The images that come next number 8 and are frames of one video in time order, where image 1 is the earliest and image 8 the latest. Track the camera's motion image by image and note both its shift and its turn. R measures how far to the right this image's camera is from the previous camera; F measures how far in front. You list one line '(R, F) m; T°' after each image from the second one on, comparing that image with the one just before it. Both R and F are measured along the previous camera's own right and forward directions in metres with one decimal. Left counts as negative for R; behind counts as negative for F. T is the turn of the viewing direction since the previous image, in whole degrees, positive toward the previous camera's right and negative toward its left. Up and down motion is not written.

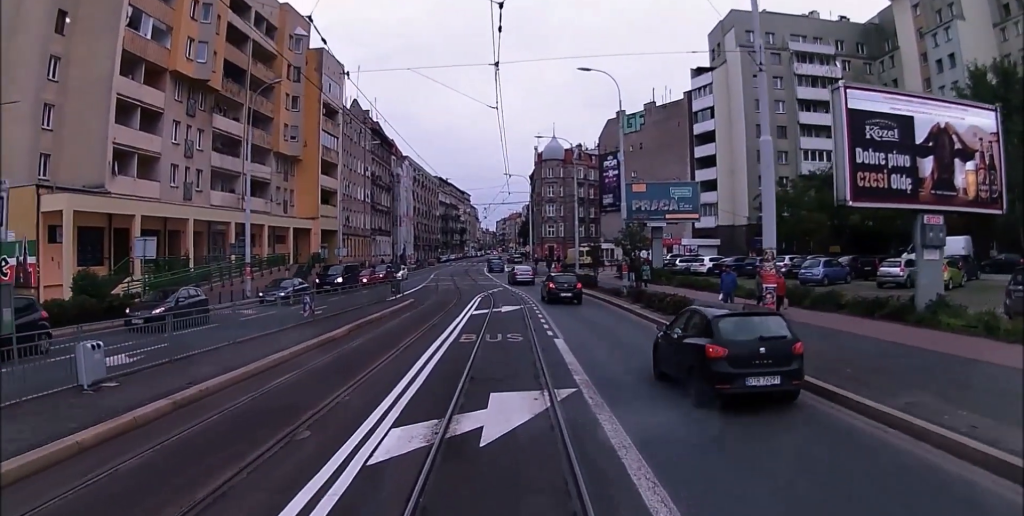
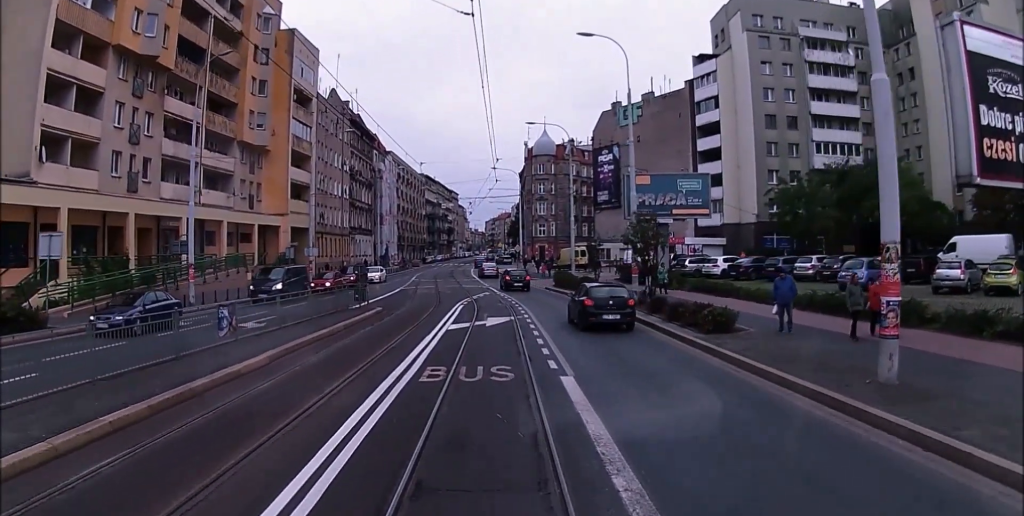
(0.0, +6.3) m; 0°
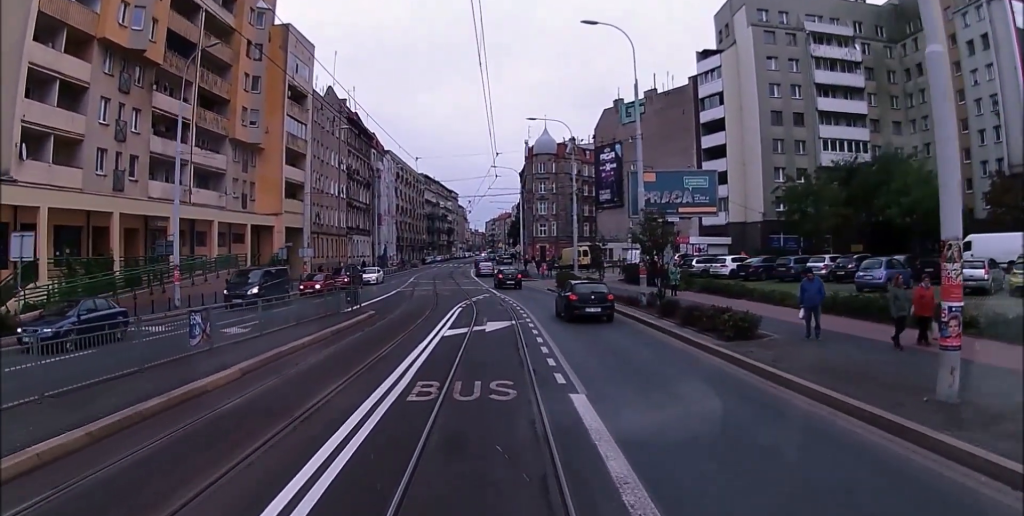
(0.0, +1.7) m; 0°
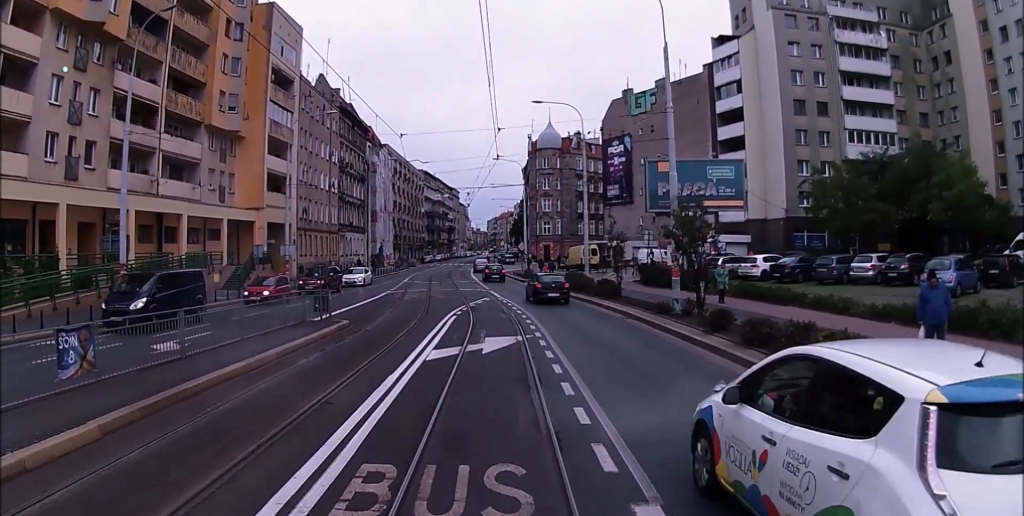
(0.0, +5.1) m; 0°
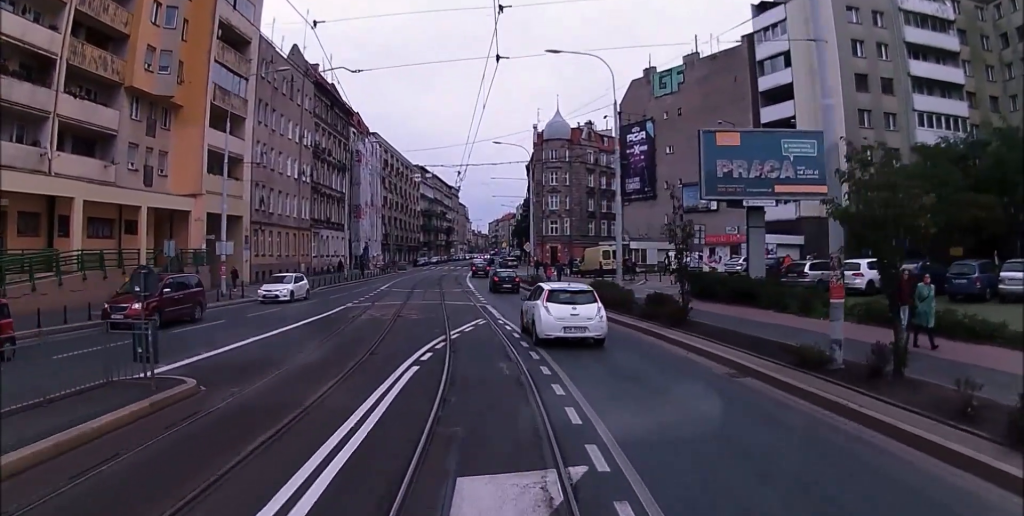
(0.0, +12.1) m; 0°
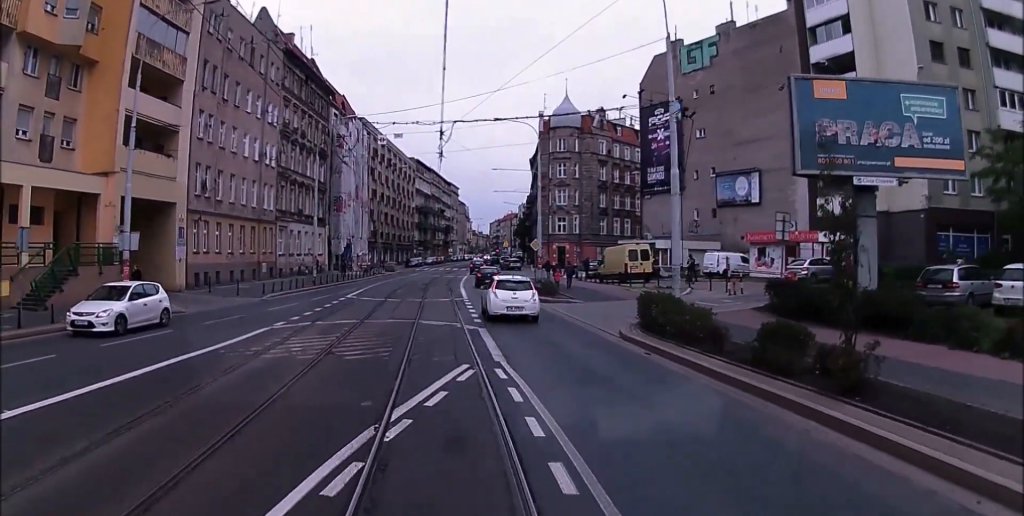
(-0.2, +10.8) m; -4°
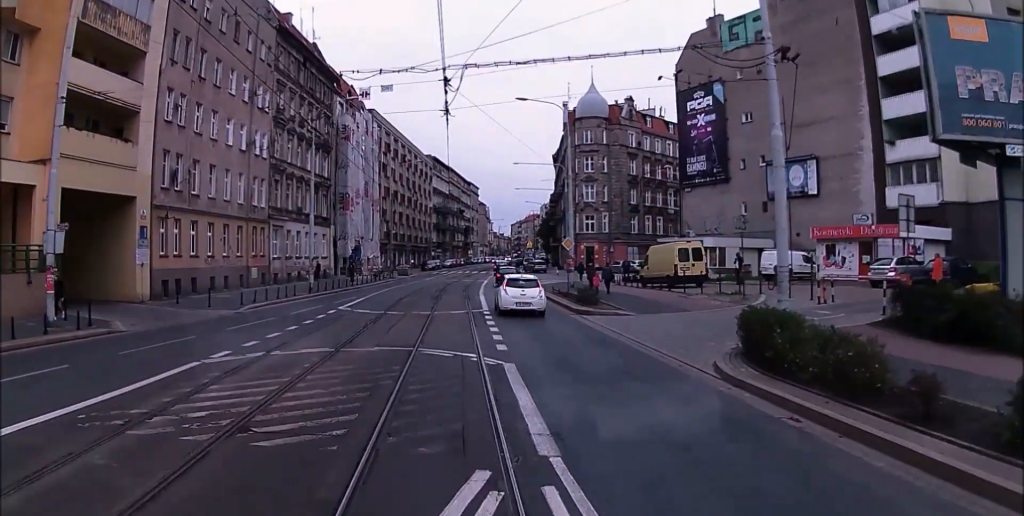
(-0.4, +7.1) m; 0°
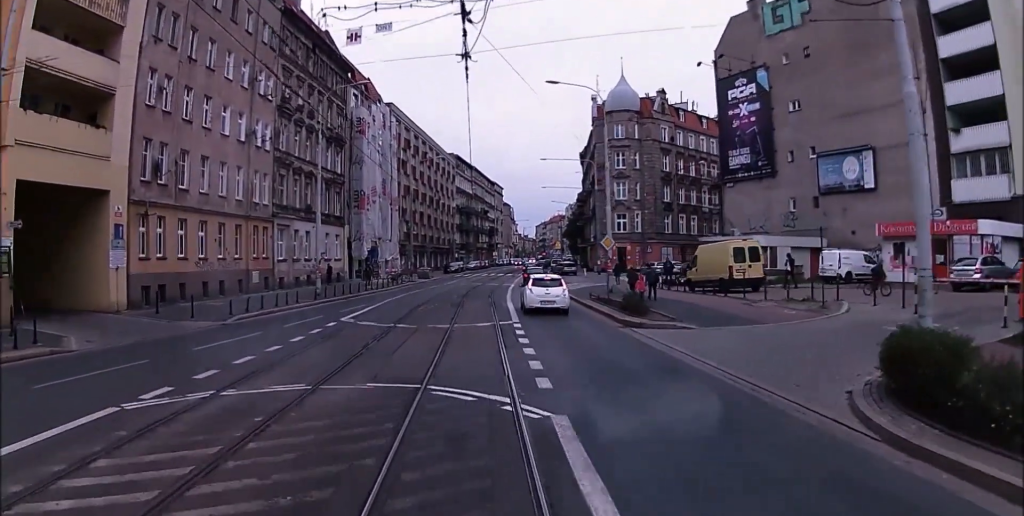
(+0.1, +4.8) m; 0°
